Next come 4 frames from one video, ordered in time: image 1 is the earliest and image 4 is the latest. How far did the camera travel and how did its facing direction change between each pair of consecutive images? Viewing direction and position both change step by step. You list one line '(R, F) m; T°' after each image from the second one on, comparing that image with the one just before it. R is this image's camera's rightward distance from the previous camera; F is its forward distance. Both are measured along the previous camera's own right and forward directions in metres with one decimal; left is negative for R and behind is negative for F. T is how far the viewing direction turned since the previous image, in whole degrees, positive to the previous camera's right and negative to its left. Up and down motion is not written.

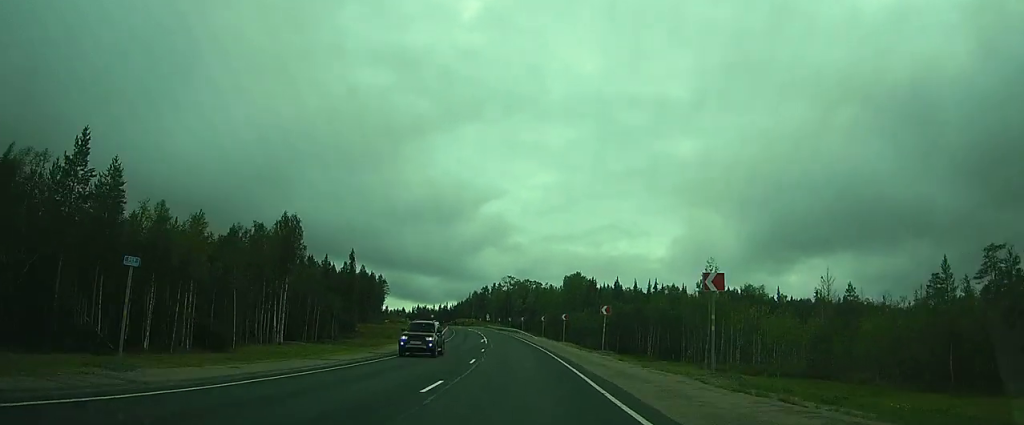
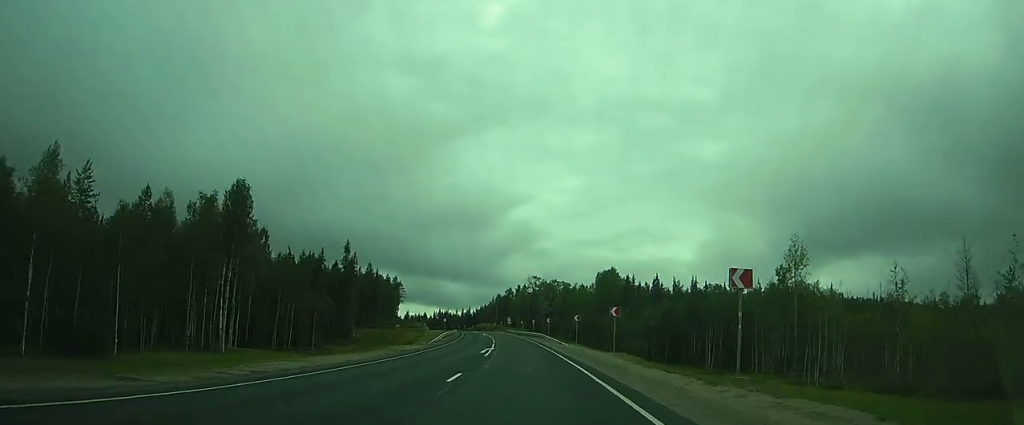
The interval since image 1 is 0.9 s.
(-2.0, +22.1) m; -5°
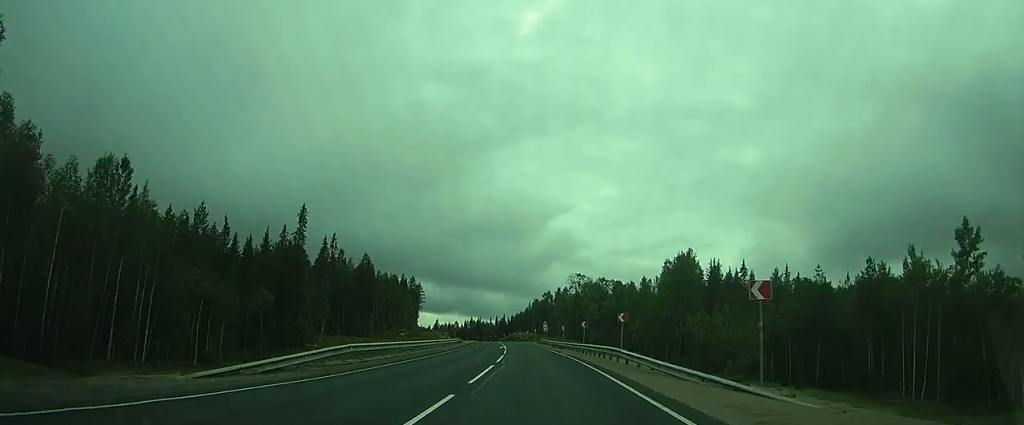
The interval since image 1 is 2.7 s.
(-0.1, +40.9) m; -1°
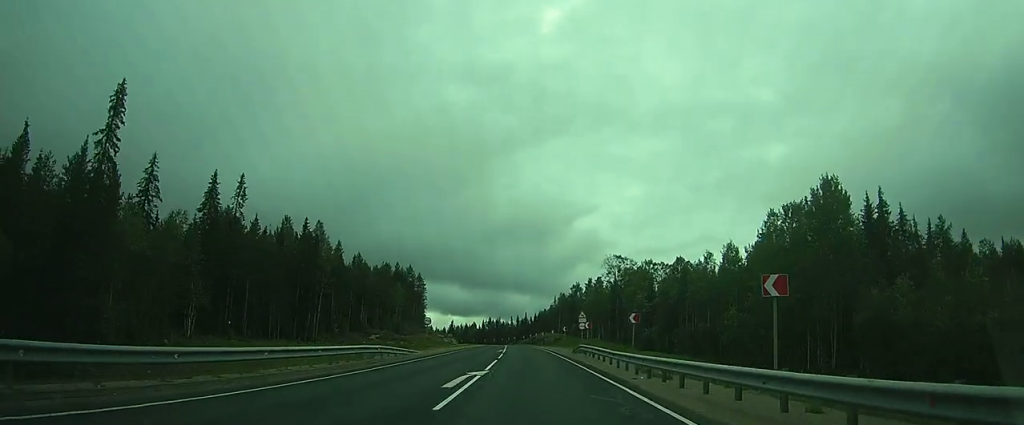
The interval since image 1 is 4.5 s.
(-0.8, +43.3) m; -2°
